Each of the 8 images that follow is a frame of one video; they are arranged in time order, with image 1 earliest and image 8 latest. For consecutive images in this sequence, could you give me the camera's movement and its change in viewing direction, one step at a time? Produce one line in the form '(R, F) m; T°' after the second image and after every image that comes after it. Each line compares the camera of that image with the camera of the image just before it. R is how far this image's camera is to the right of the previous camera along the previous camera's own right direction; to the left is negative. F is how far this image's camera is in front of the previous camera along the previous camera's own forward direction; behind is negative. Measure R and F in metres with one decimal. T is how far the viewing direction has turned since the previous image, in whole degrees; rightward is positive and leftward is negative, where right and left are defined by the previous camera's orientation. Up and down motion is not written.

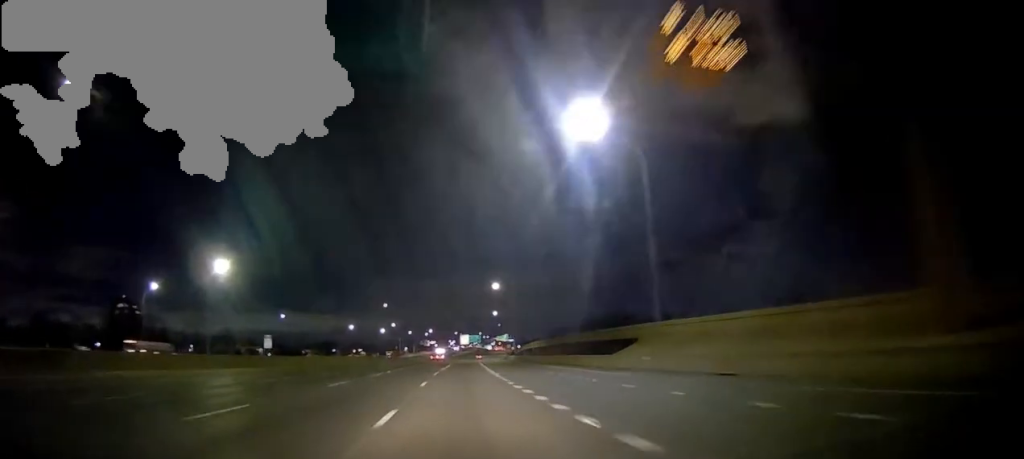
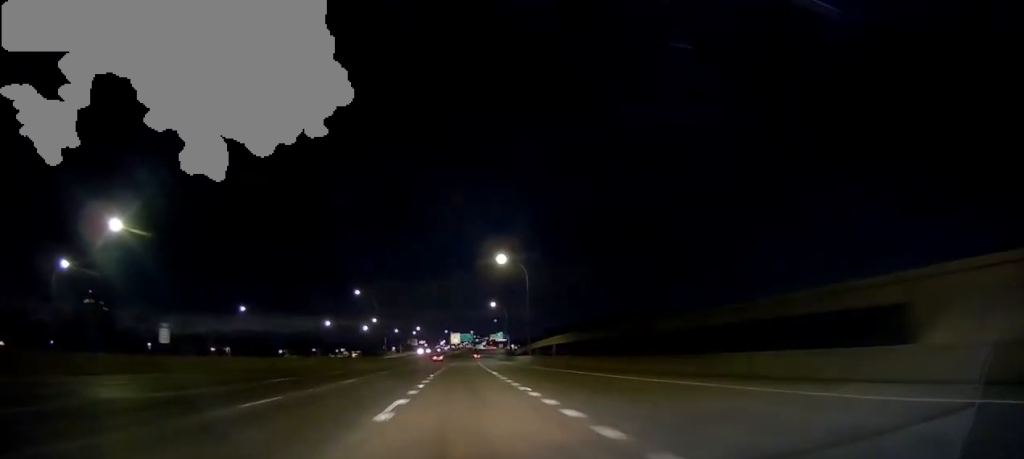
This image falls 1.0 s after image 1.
(+0.1, +31.7) m; +2°
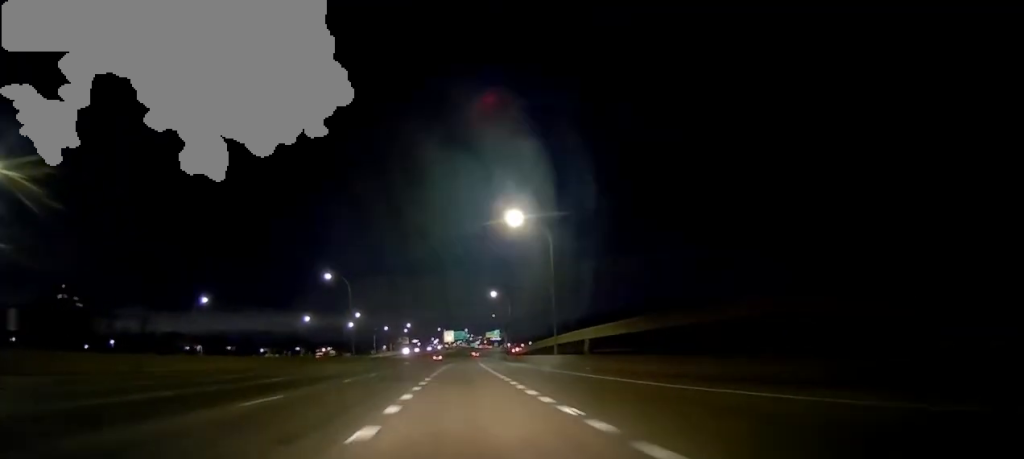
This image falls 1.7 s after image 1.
(+0.6, +24.0) m; +1°
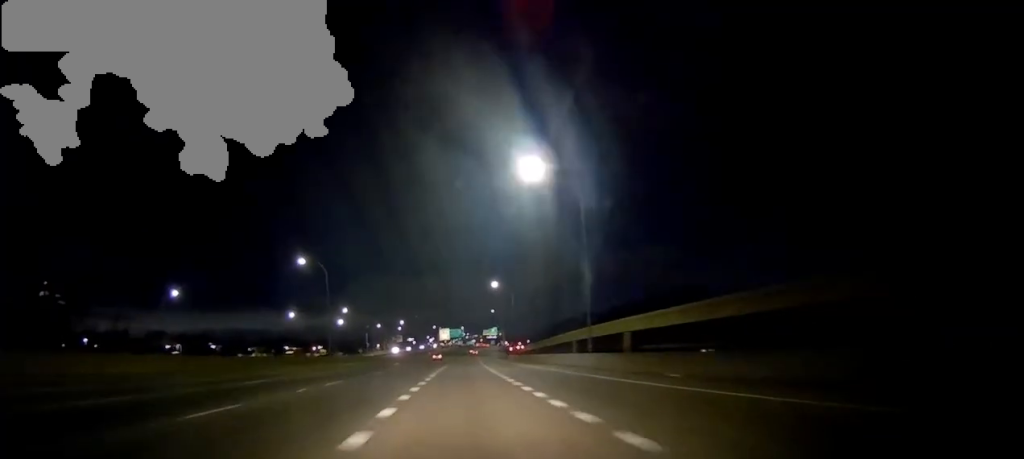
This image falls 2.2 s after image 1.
(+0.1, +15.3) m; 0°
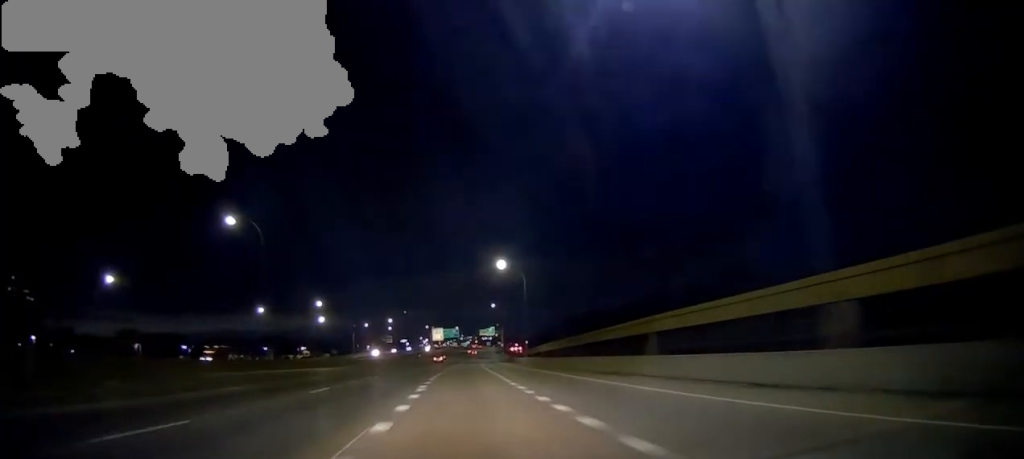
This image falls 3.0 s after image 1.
(0.0, +27.3) m; 0°
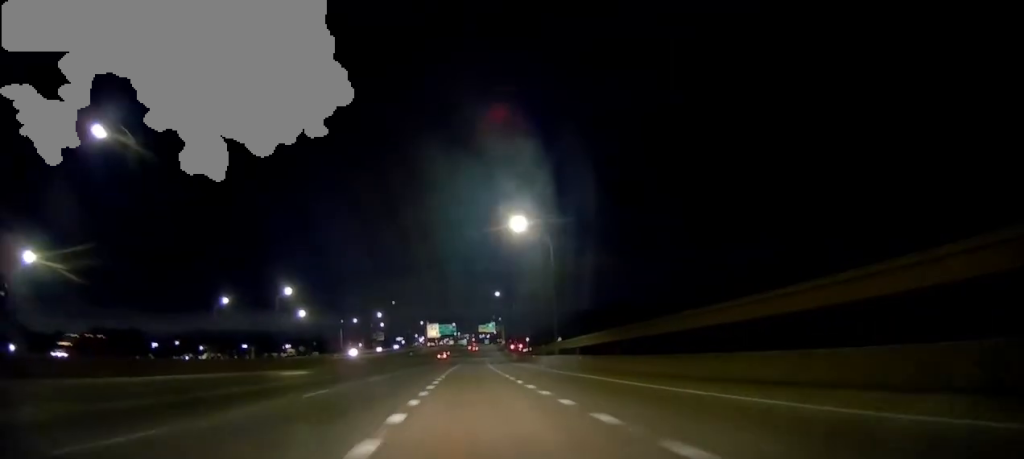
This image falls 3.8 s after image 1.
(0.0, +25.1) m; 0°
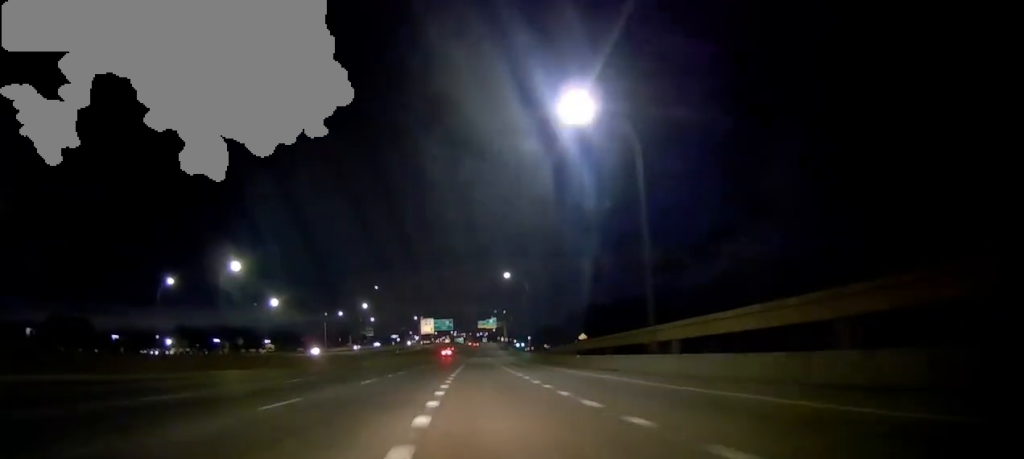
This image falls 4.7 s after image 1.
(0.0, +29.7) m; +1°
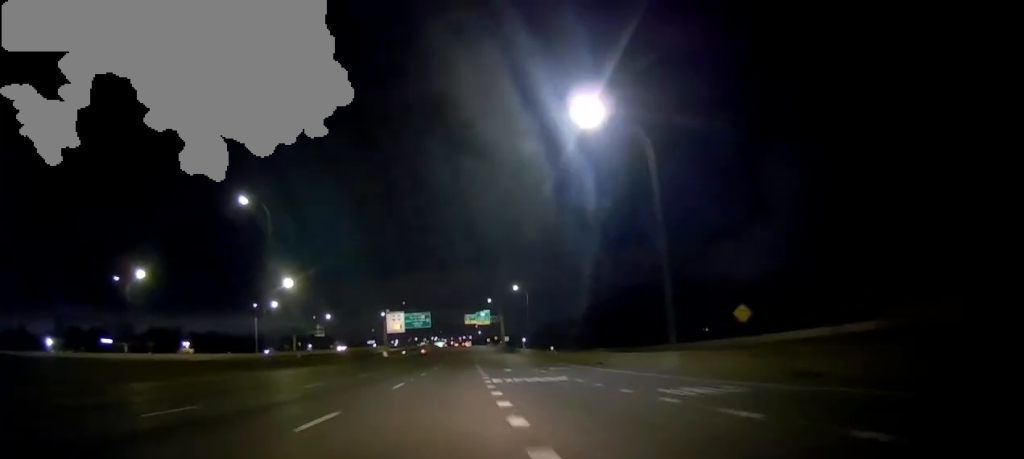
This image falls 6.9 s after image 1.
(+2.1, +74.1) m; +2°
